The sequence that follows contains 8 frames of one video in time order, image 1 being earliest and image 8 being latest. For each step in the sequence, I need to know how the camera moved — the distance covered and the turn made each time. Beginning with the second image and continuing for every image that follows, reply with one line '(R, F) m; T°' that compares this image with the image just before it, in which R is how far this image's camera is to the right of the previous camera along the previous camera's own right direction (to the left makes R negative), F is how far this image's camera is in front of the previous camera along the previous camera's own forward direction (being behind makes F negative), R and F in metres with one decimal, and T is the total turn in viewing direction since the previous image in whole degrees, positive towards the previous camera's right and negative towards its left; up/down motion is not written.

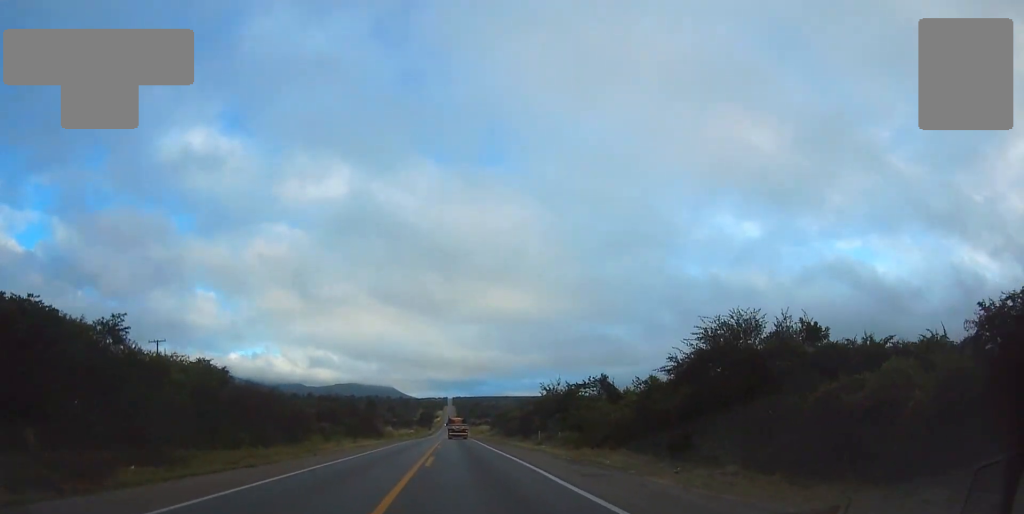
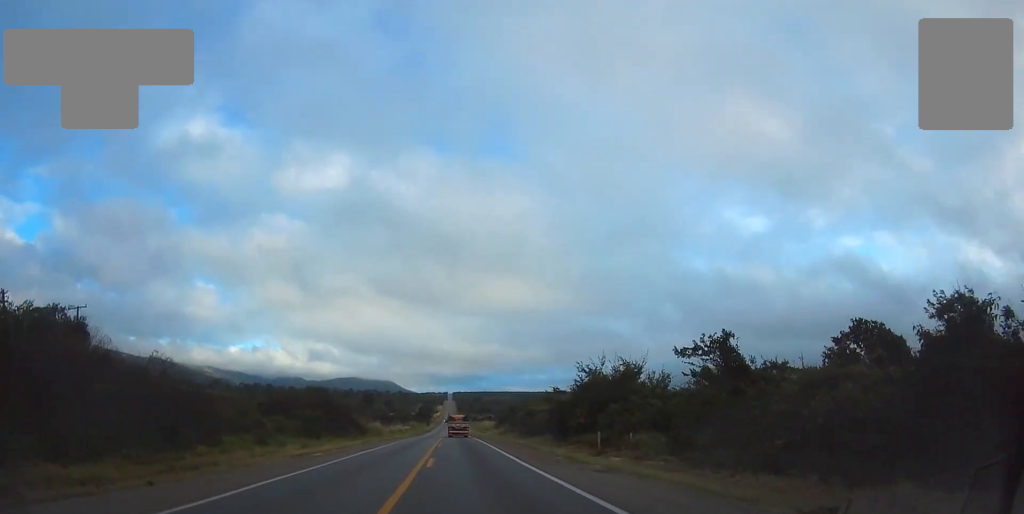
(+0.1, +17.3) m; 0°
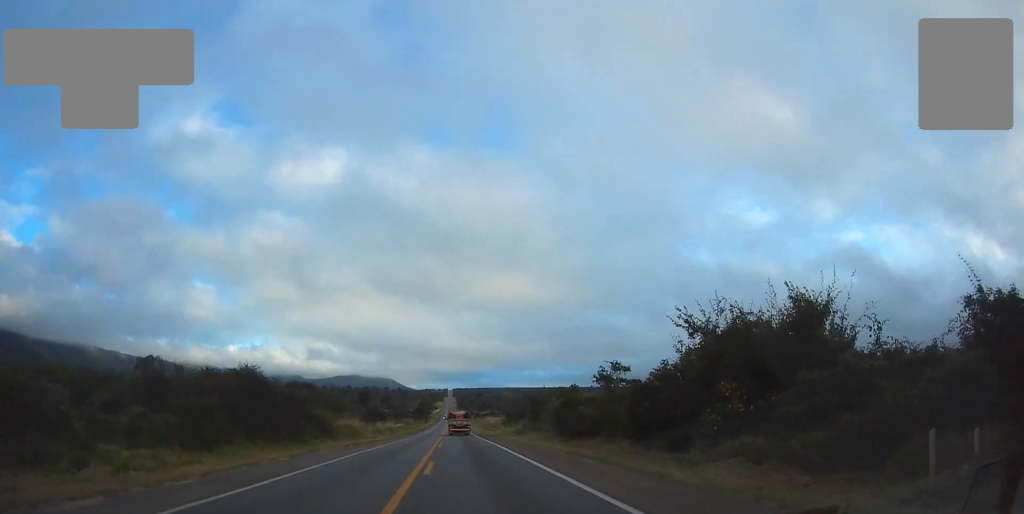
(-0.1, +19.6) m; 0°
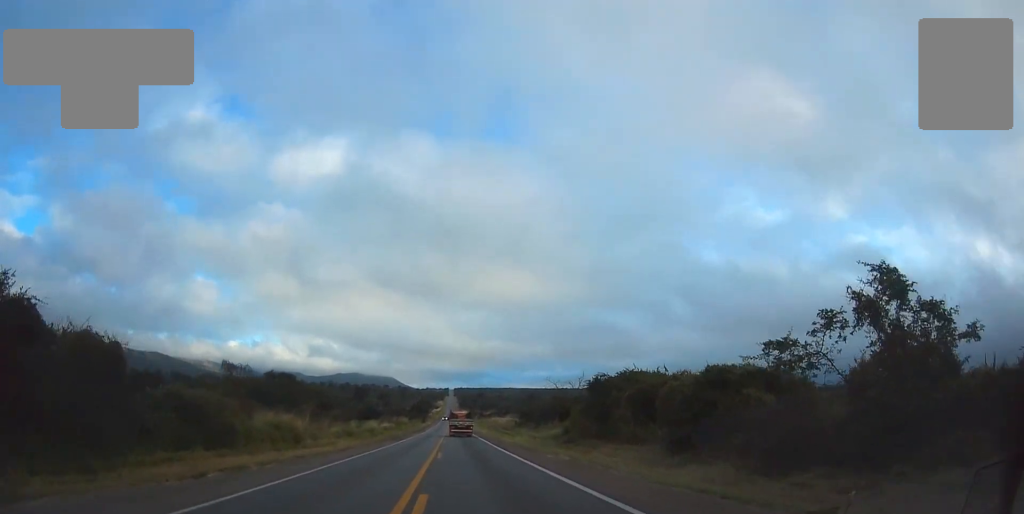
(0.0, +23.5) m; 0°
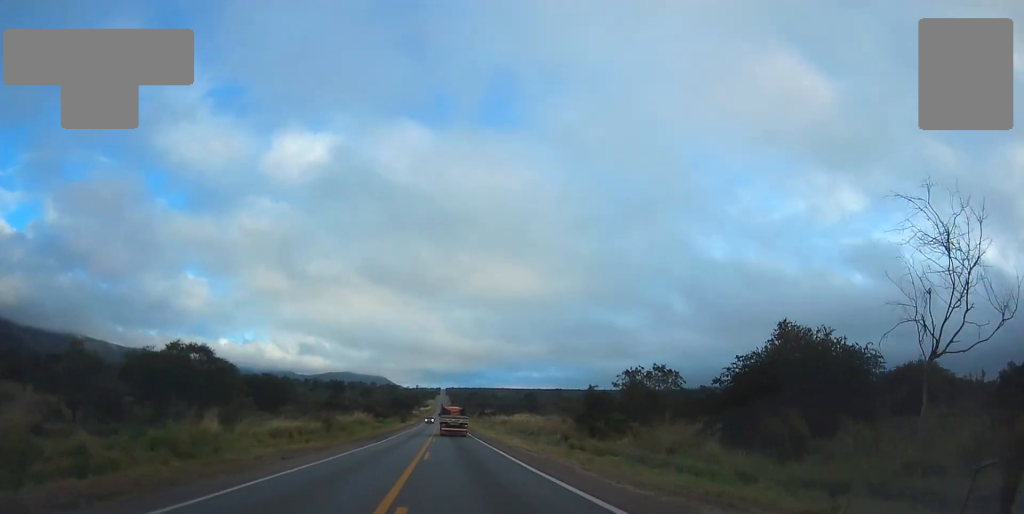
(+0.5, +49.5) m; 0°
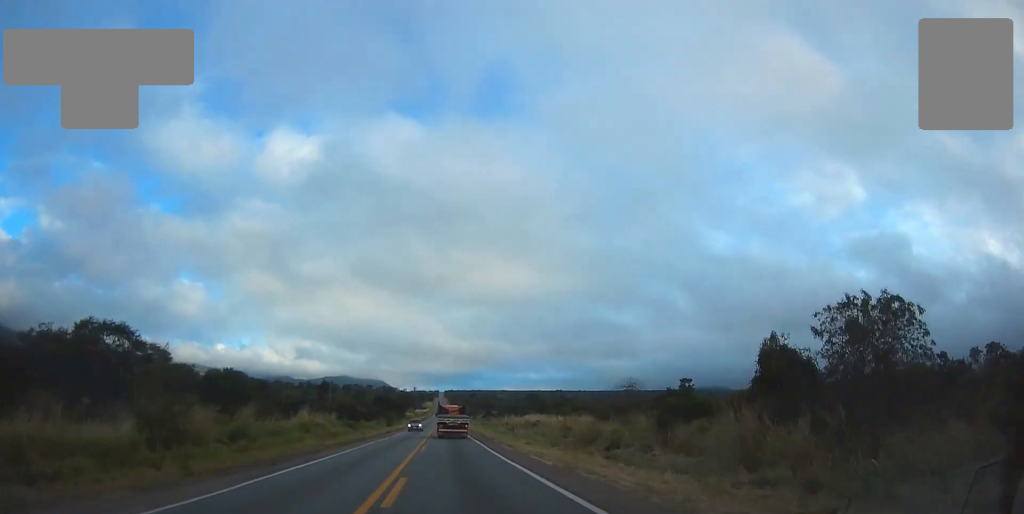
(-0.6, +26.9) m; 0°
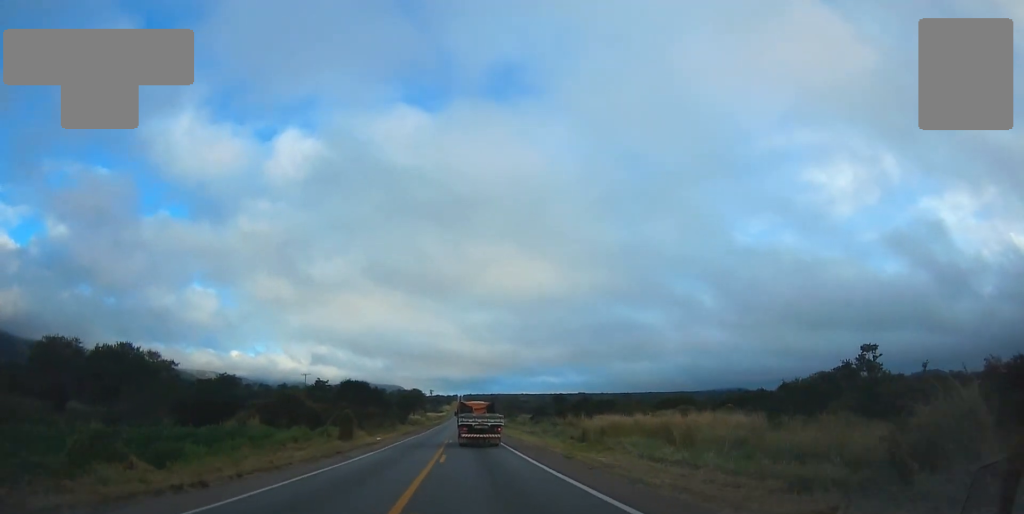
(+0.8, +52.8) m; 0°
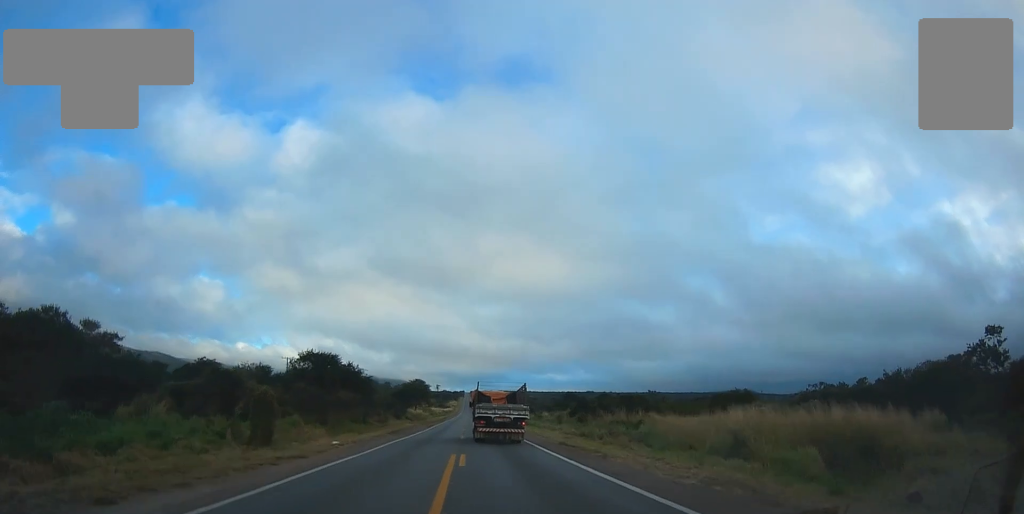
(-0.3, +20.9) m; -1°
